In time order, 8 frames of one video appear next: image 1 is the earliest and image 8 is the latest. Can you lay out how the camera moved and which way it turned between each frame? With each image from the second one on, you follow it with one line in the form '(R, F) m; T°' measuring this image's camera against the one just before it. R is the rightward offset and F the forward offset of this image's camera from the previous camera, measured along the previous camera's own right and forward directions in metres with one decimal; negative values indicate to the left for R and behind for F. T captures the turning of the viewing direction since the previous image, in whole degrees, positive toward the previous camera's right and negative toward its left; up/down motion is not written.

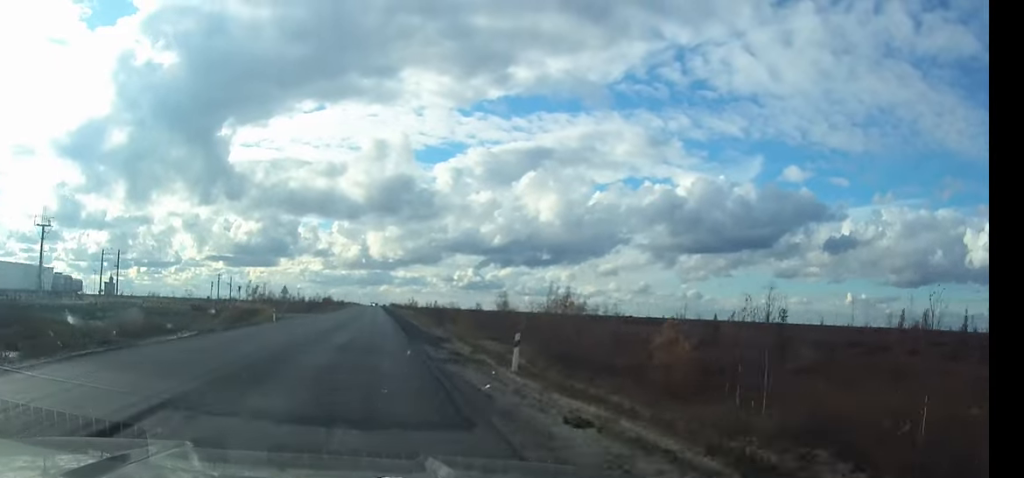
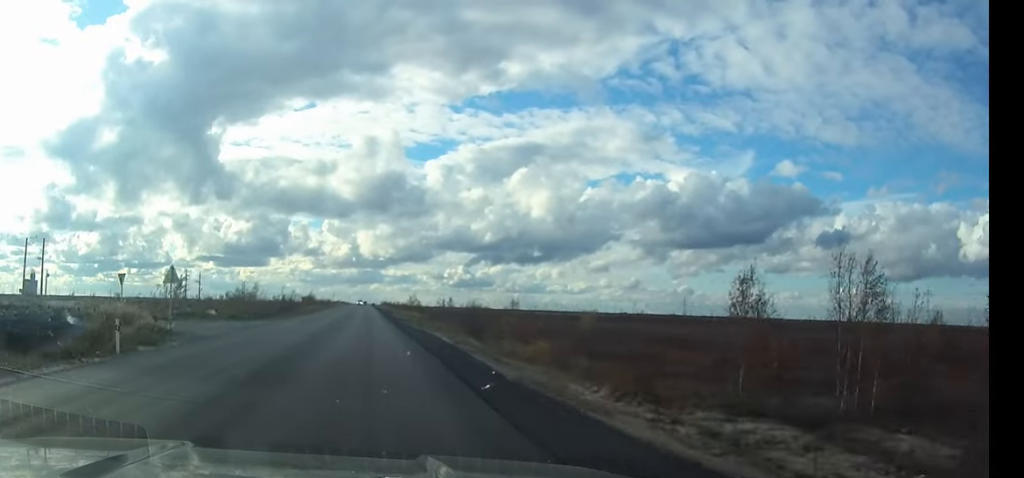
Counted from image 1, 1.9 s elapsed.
(0.0, +31.5) m; 0°
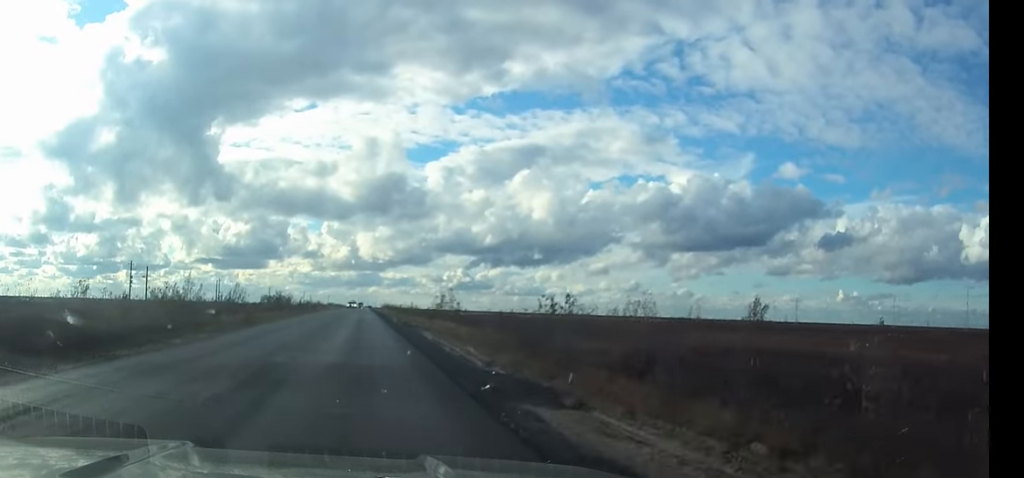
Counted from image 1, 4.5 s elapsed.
(+0.1, +48.4) m; 0°
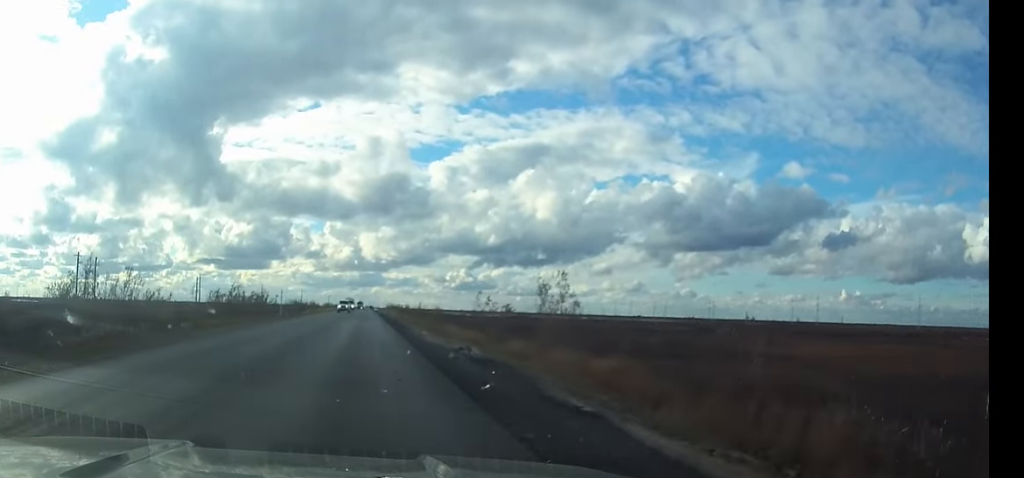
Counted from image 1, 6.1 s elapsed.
(-0.1, +33.7) m; 0°
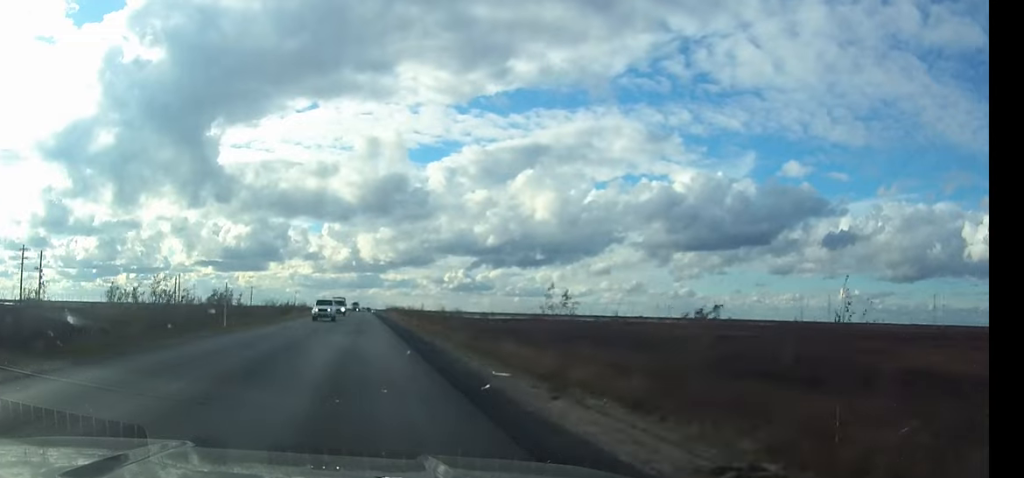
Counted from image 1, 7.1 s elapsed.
(0.0, +24.1) m; 0°
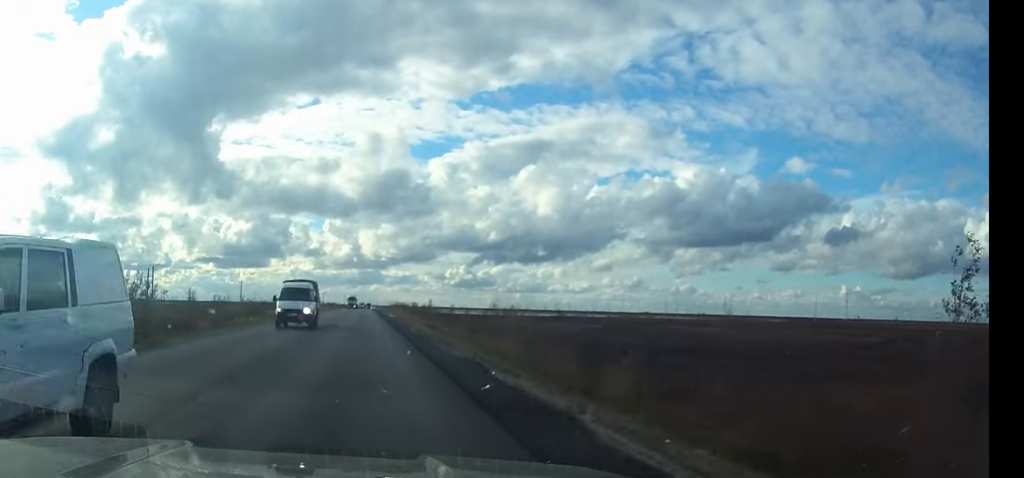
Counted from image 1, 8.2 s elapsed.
(0.0, +28.6) m; 0°
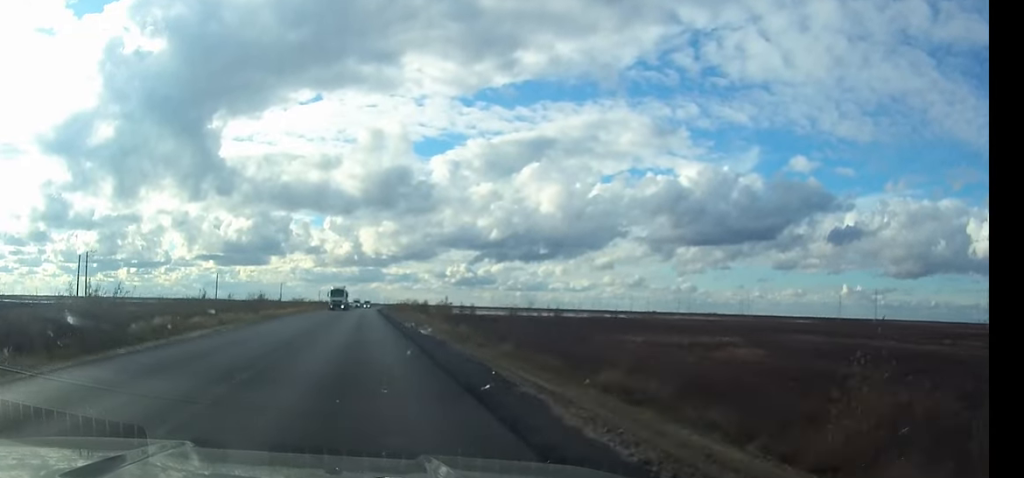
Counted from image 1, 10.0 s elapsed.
(0.0, +45.8) m; 0°
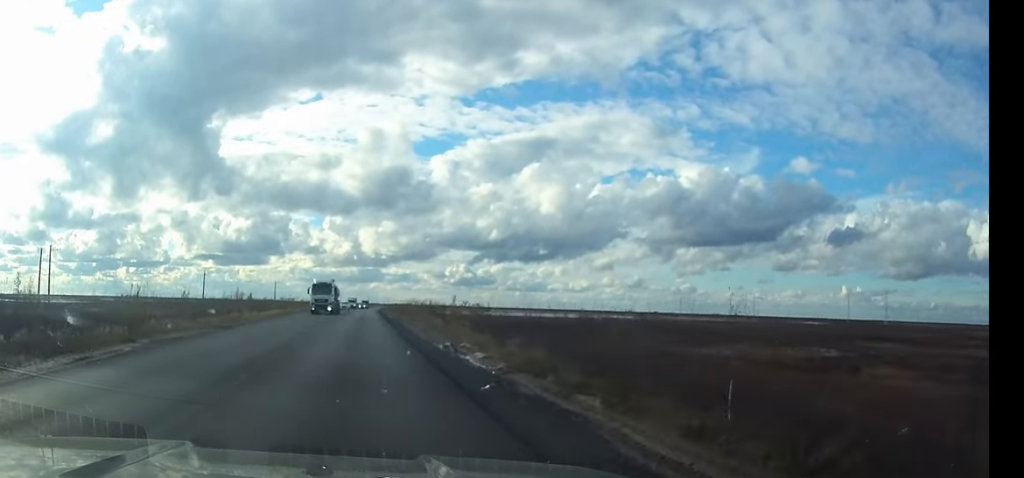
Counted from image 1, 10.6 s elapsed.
(0.0, +16.6) m; 0°
